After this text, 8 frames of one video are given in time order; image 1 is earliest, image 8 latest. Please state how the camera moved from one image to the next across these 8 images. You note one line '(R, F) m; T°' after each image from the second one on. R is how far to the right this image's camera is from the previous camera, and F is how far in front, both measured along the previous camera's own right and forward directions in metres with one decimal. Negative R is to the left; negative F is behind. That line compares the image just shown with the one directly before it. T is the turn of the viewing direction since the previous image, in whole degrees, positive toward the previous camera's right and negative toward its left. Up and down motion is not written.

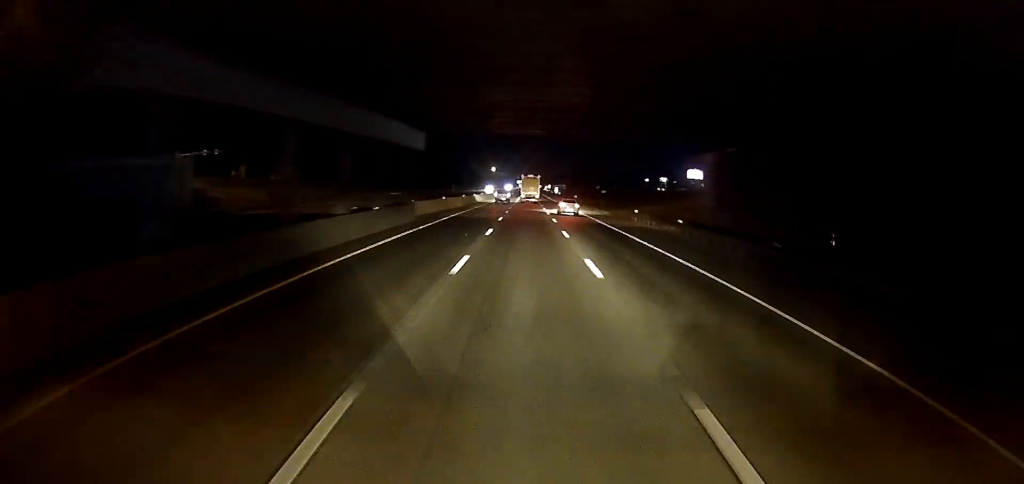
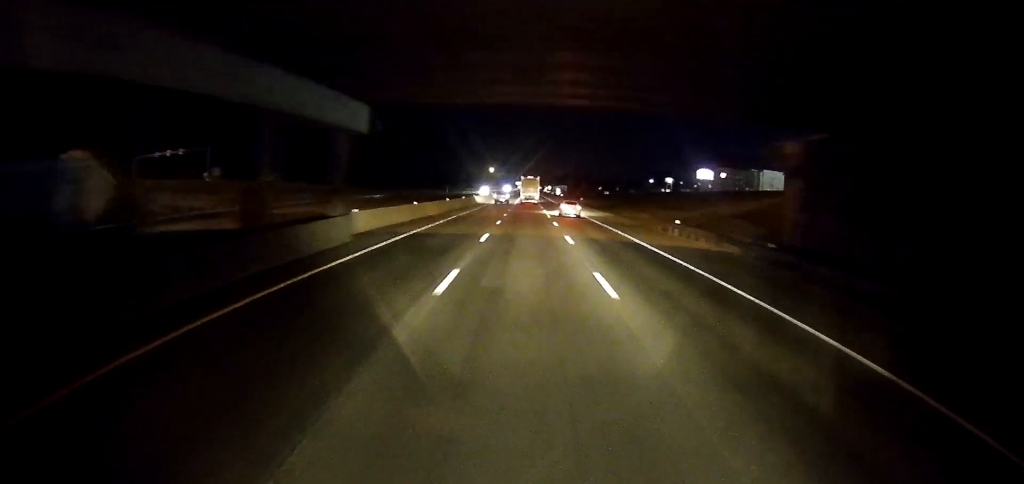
(0.0, +14.9) m; 0°
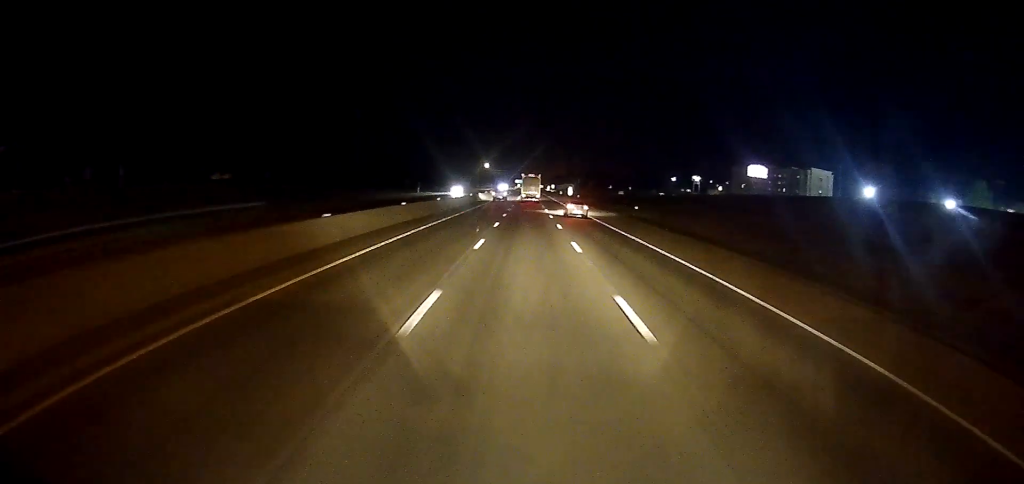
(+1.1, +52.4) m; +1°
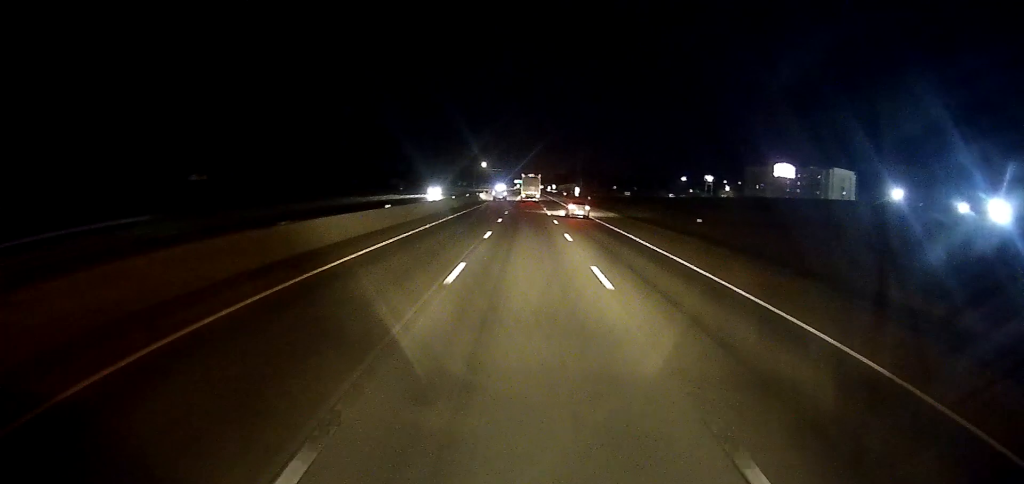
(-0.3, +19.8) m; -1°
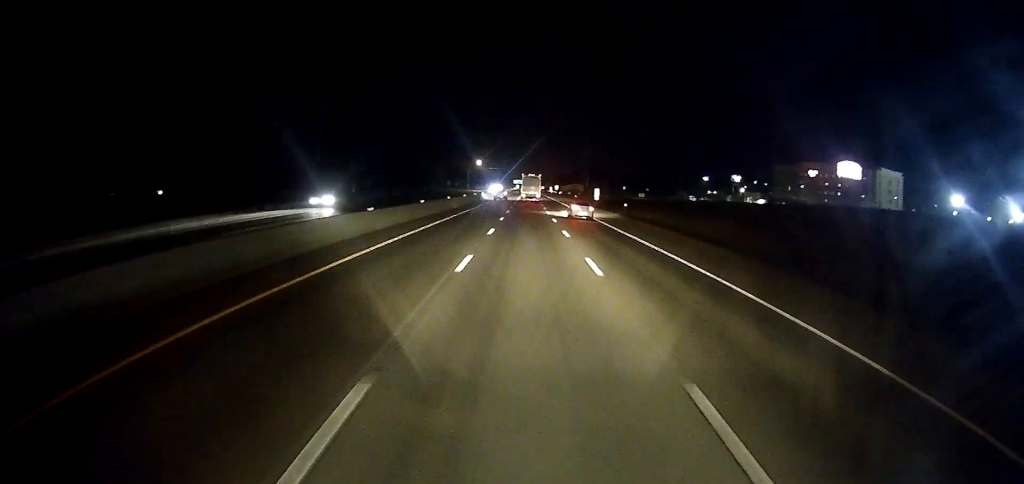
(-0.4, +34.6) m; -1°
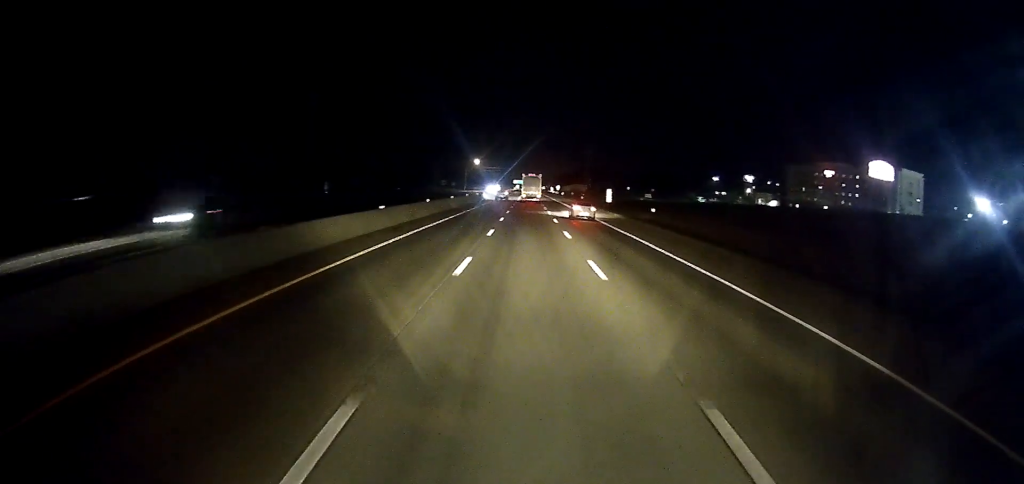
(0.0, +12.9) m; 0°
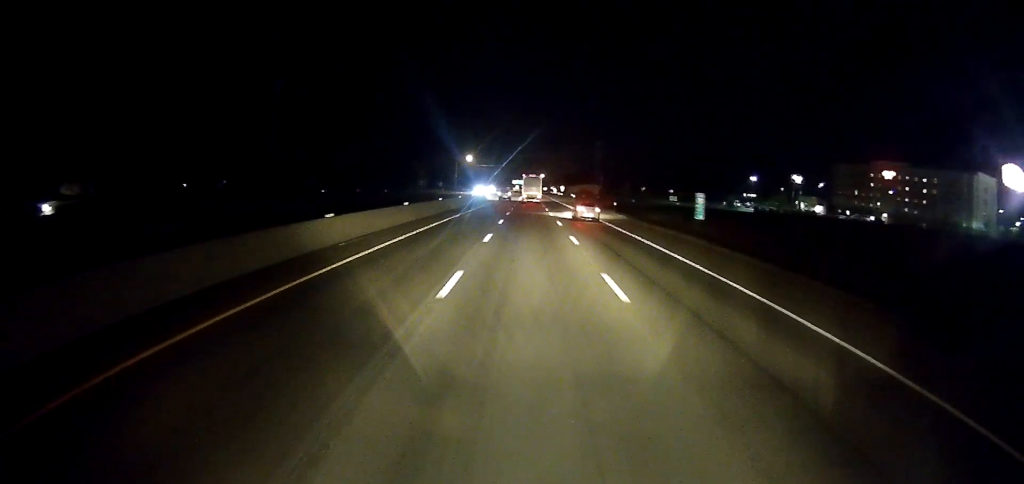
(0.0, +39.5) m; +1°
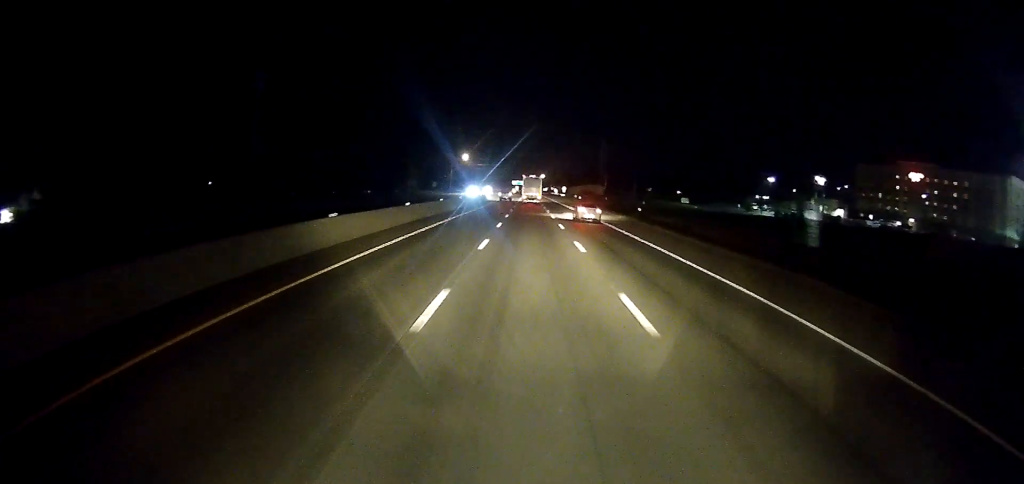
(-0.2, +14.8) m; +1°
